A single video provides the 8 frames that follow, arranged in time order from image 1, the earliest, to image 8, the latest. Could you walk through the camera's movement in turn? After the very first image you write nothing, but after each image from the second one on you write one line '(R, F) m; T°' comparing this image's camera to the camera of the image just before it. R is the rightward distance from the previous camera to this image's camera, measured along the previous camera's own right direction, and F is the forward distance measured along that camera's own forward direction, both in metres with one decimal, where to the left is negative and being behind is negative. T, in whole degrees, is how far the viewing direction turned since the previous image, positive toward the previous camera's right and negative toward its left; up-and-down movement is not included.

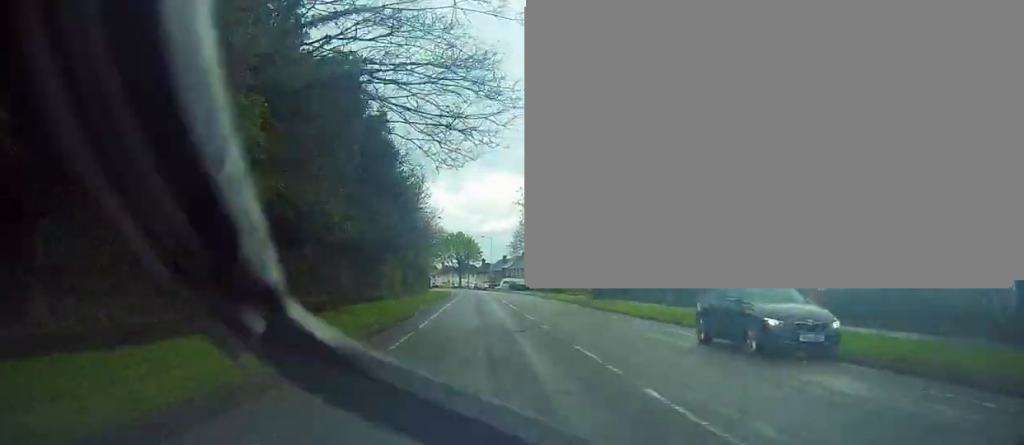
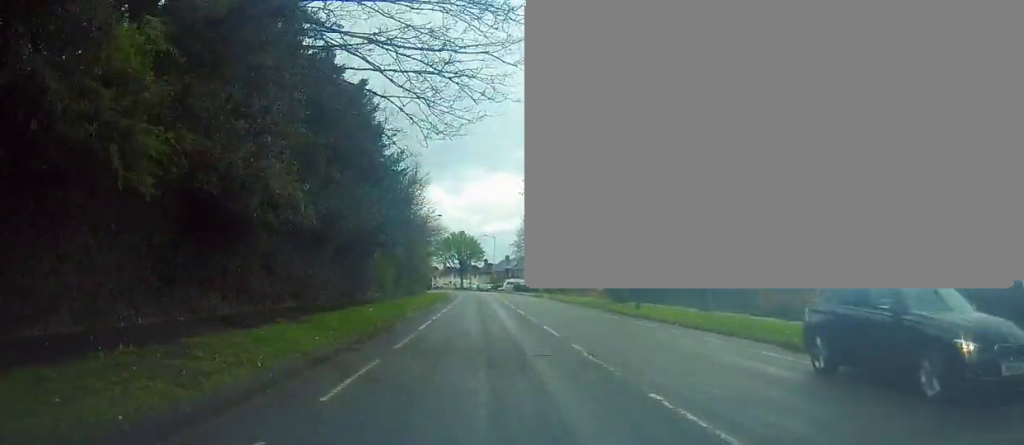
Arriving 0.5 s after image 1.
(+0.1, +5.5) m; +1°
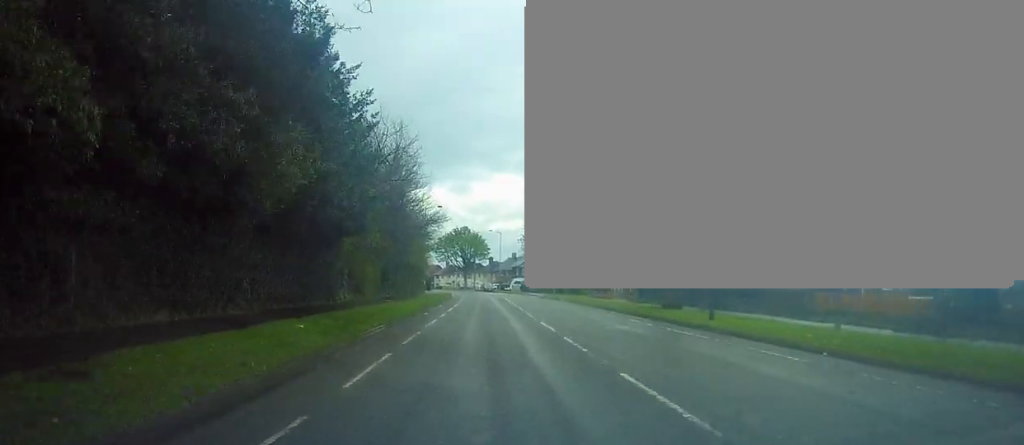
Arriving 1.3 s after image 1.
(+0.3, +10.1) m; +1°
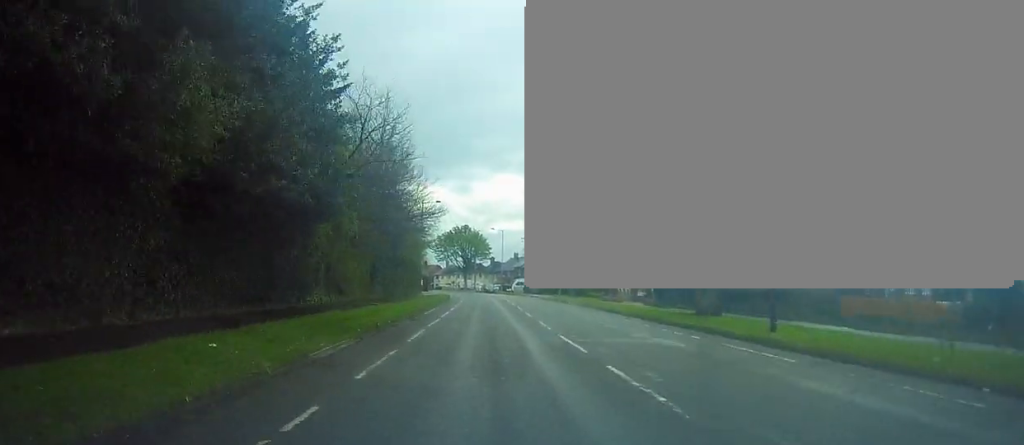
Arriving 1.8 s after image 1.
(0.0, +5.1) m; 0°
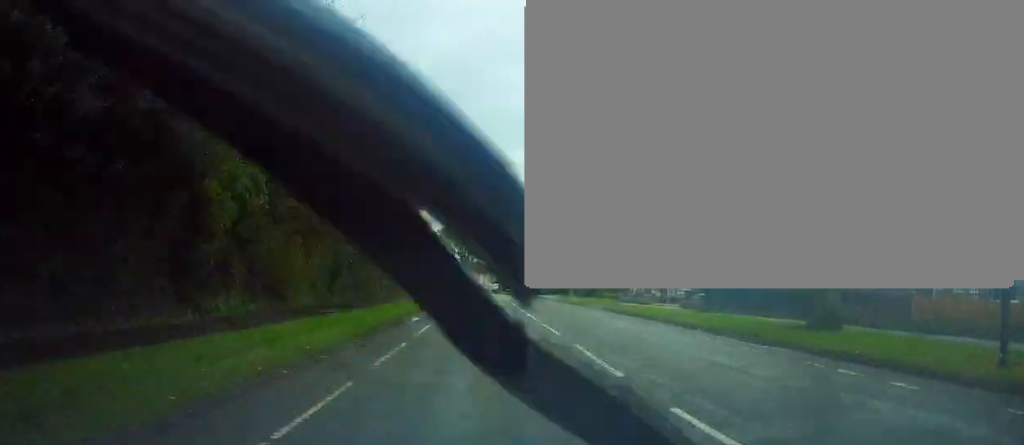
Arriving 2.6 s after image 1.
(0.0, +9.4) m; -1°
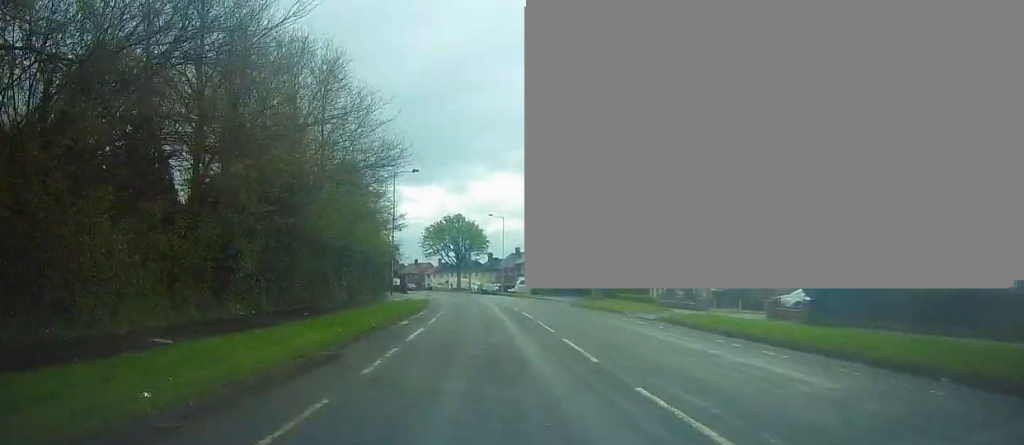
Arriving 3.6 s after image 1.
(-0.2, +12.3) m; -1°
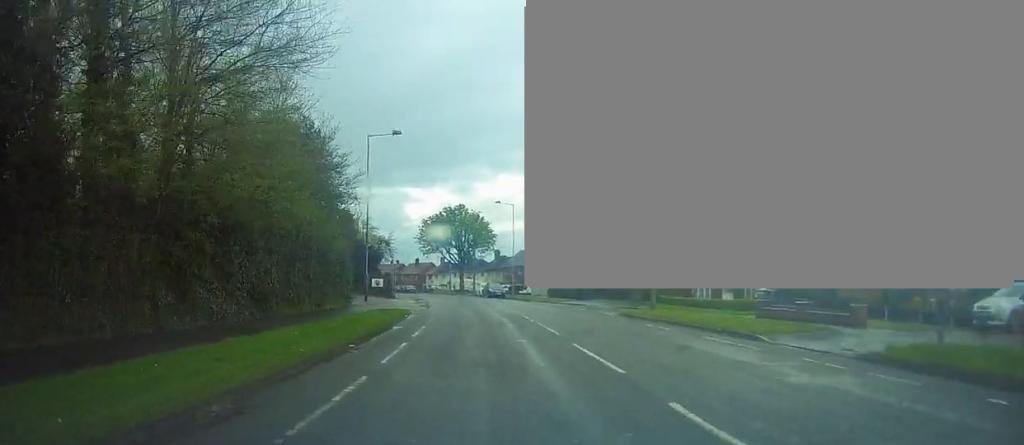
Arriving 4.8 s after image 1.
(+0.2, +14.8) m; +1°
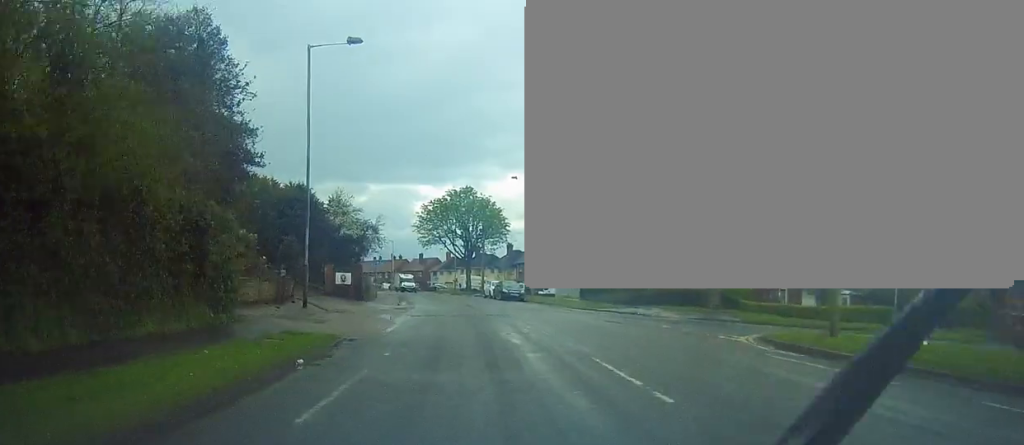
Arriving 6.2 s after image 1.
(-0.4, +16.1) m; -1°
